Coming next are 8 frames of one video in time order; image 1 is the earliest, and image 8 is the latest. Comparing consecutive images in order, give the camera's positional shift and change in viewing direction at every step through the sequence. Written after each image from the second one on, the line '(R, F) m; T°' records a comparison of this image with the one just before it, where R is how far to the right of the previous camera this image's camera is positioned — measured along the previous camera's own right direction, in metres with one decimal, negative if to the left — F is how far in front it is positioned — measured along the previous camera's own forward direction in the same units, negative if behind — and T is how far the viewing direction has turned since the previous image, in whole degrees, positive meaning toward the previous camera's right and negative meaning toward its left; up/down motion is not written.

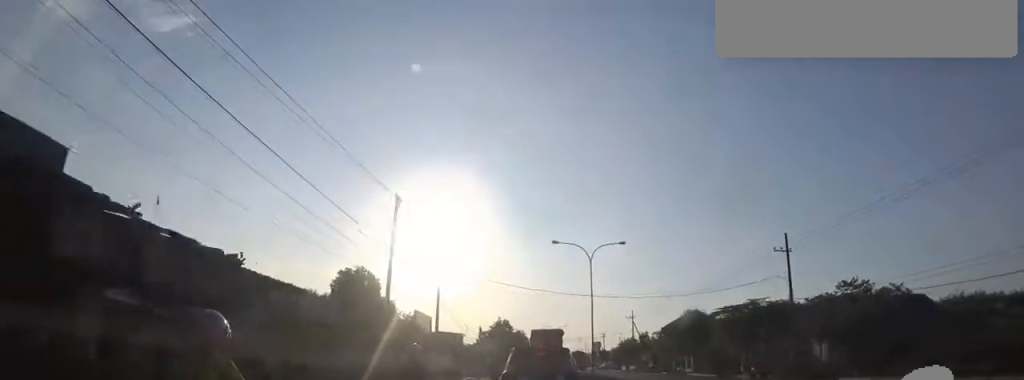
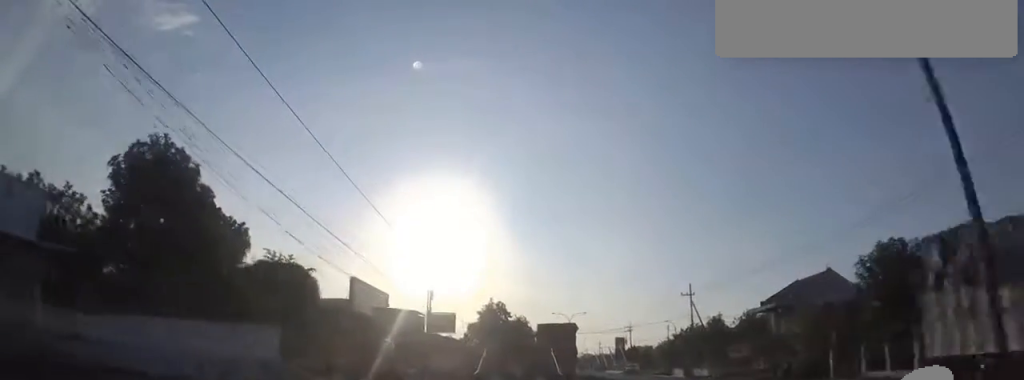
(+1.1, +29.2) m; +3°
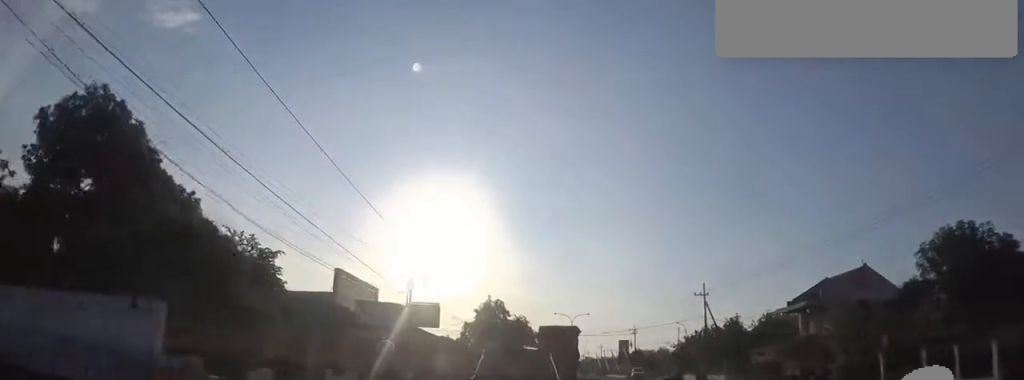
(-0.2, +4.4) m; -1°
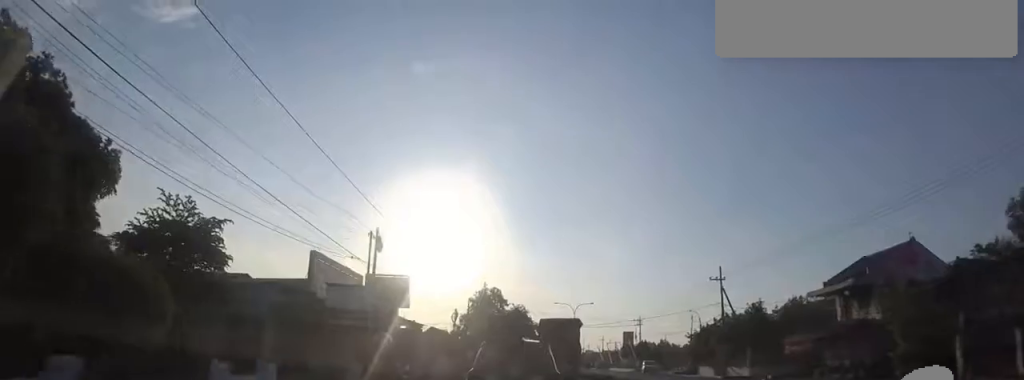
(-0.5, +5.1) m; -2°
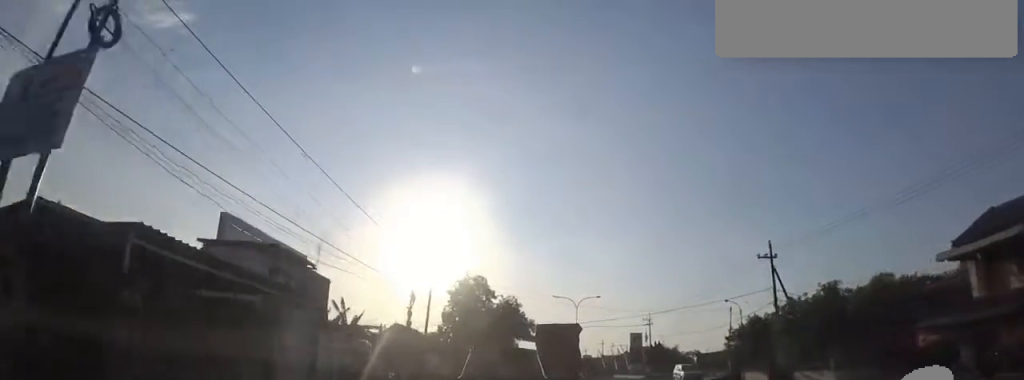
(+0.2, +12.8) m; -1°
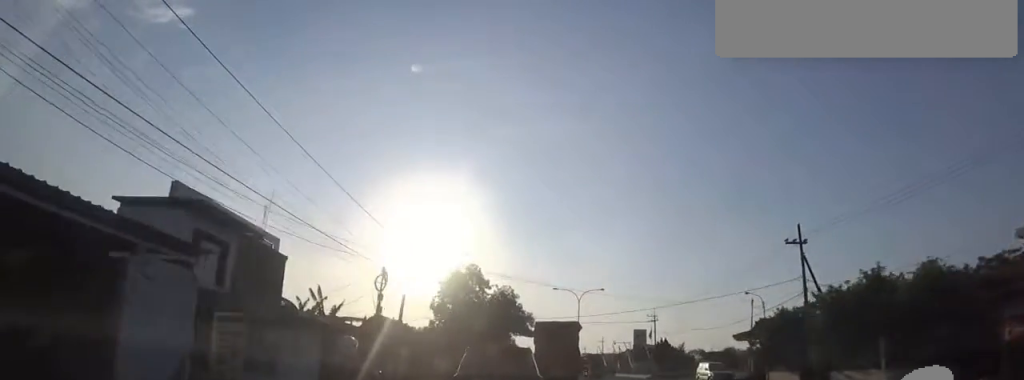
(-0.1, +4.9) m; 0°
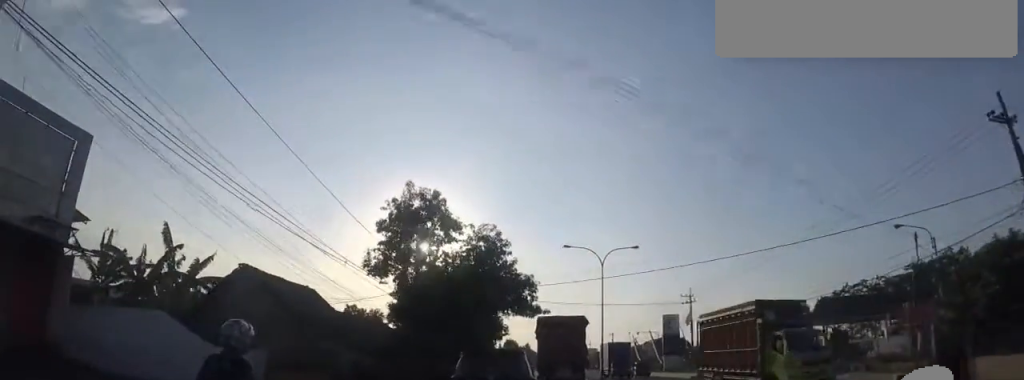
(+0.2, +18.6) m; 0°
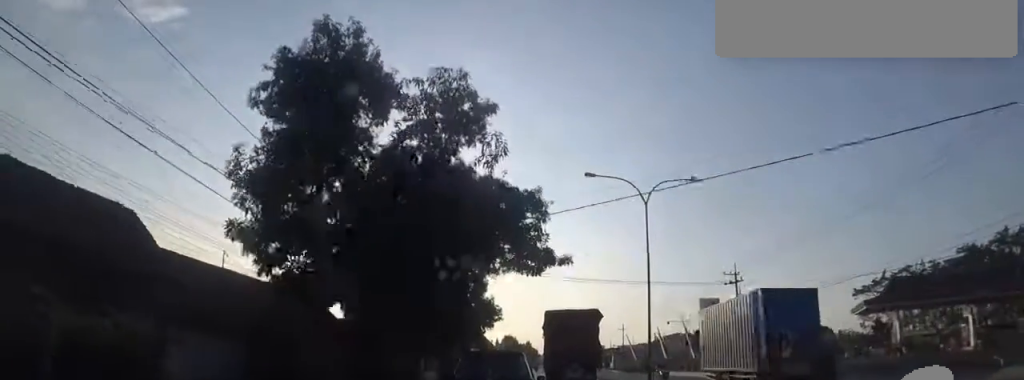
(-0.6, +13.2) m; 0°
